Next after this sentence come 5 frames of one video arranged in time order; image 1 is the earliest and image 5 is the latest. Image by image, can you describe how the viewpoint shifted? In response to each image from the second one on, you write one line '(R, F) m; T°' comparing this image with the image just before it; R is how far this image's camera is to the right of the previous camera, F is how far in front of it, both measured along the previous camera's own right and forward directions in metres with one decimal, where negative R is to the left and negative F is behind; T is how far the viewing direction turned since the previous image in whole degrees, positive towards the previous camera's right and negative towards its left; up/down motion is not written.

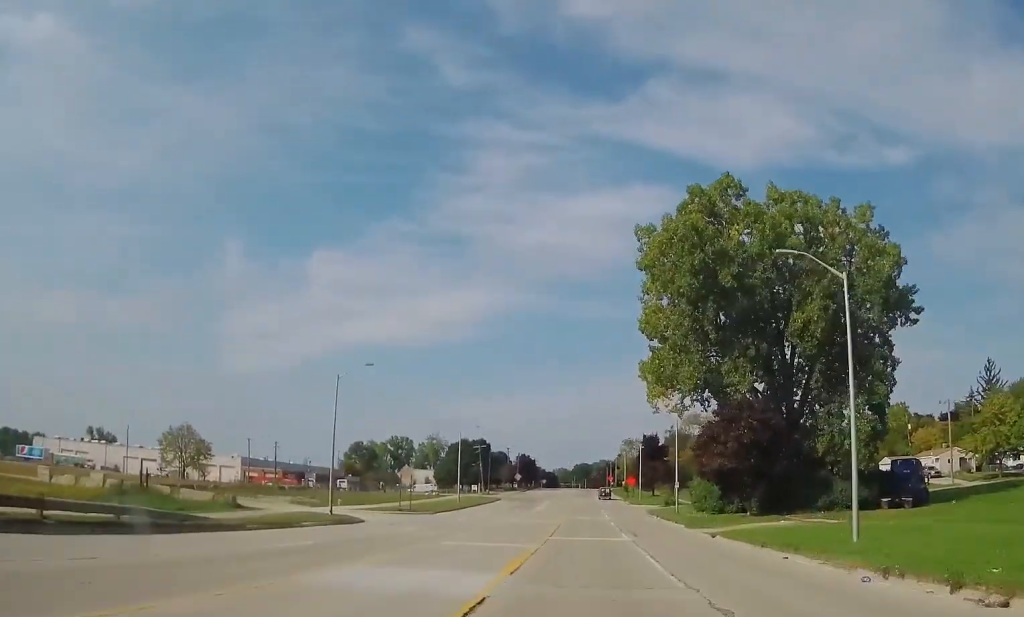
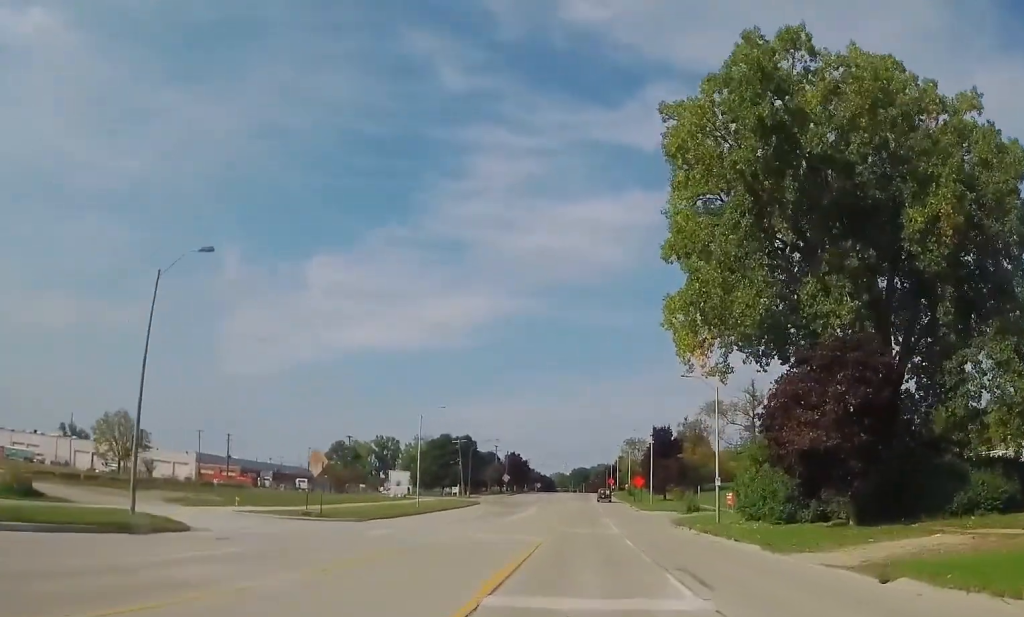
(-0.6, +20.7) m; 0°
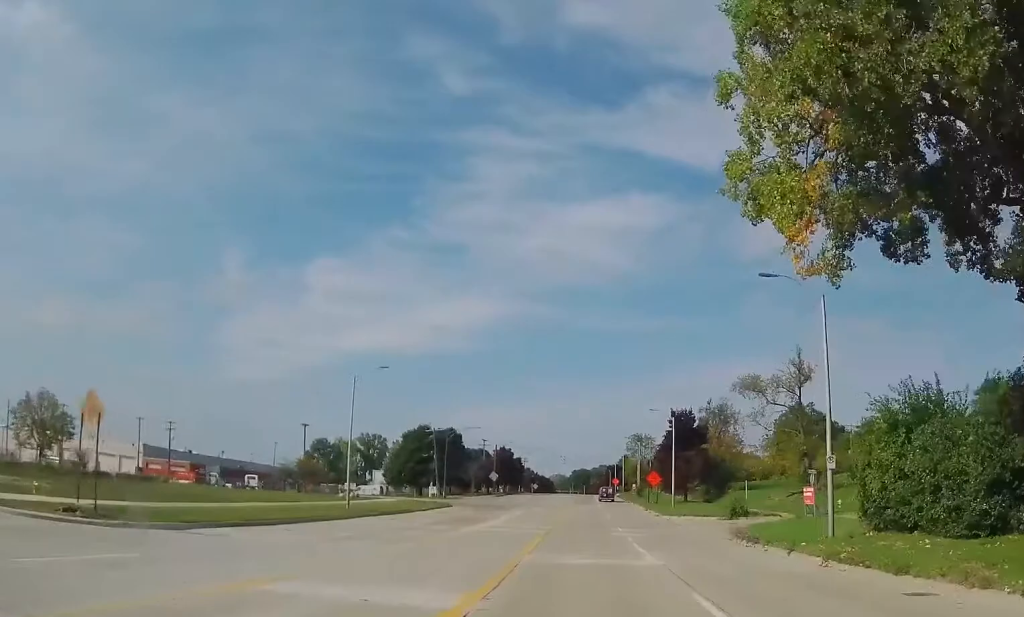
(+0.5, +20.3) m; 0°
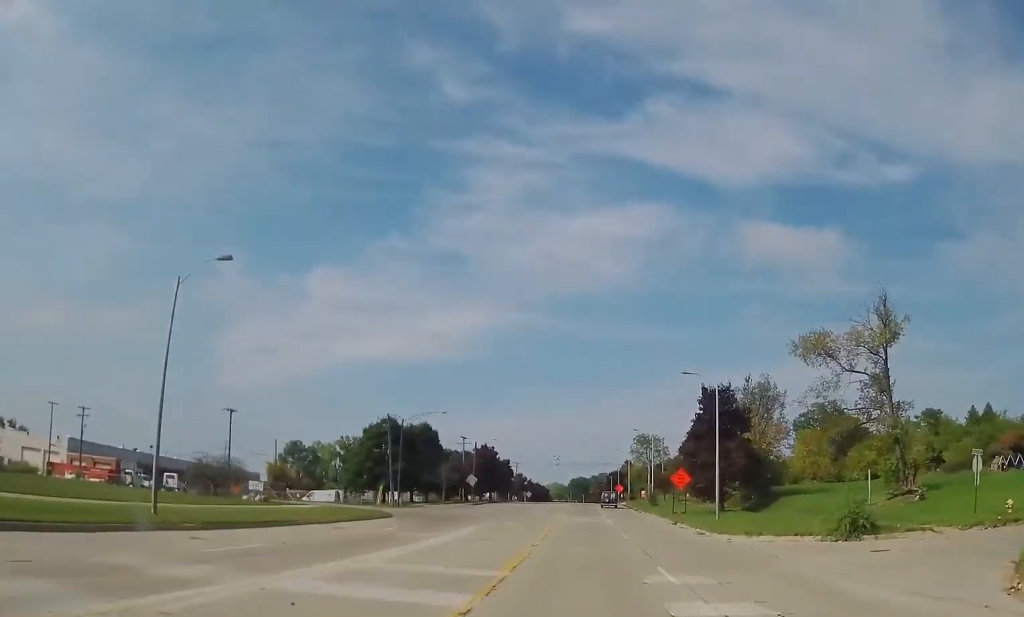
(-0.5, +22.1) m; 0°
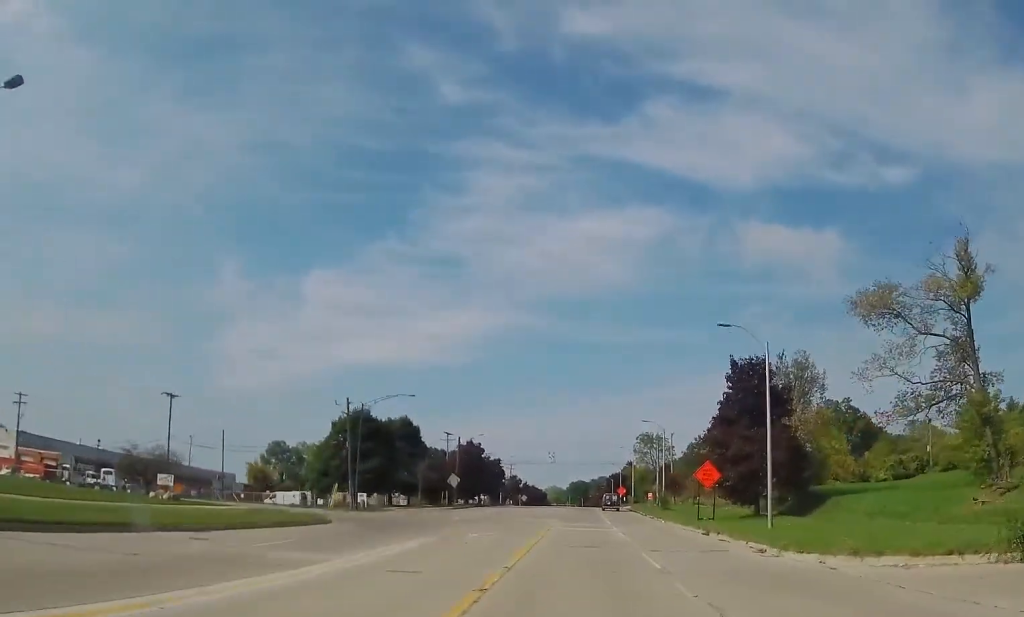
(+0.3, +12.5) m; +1°
